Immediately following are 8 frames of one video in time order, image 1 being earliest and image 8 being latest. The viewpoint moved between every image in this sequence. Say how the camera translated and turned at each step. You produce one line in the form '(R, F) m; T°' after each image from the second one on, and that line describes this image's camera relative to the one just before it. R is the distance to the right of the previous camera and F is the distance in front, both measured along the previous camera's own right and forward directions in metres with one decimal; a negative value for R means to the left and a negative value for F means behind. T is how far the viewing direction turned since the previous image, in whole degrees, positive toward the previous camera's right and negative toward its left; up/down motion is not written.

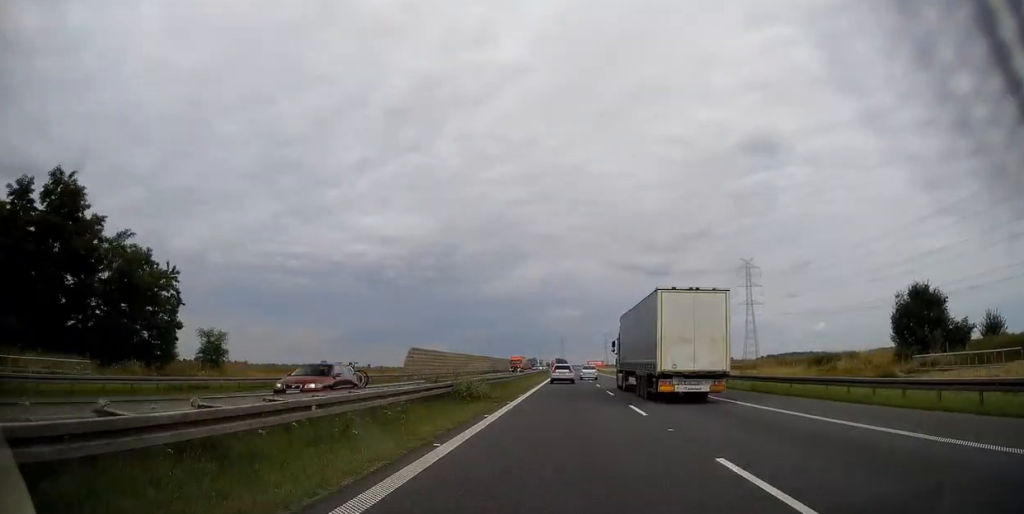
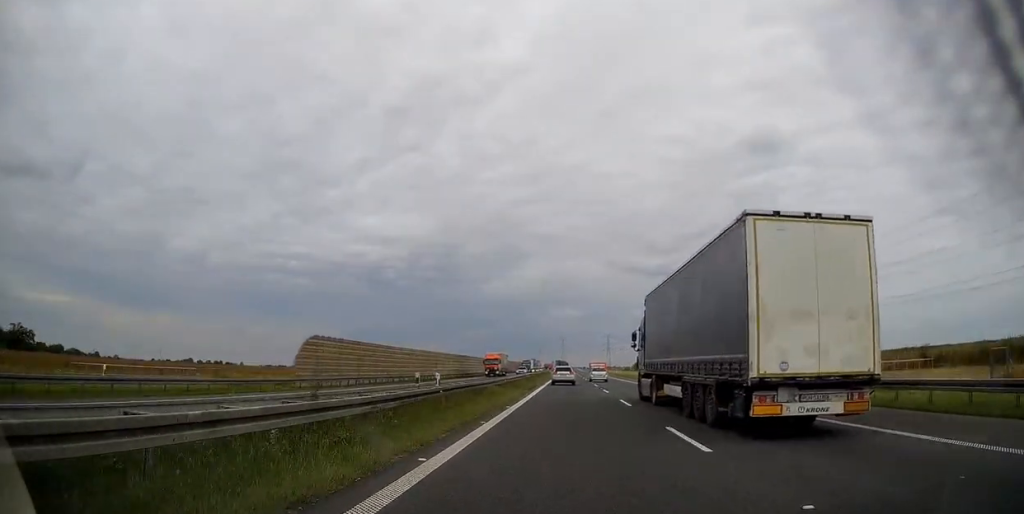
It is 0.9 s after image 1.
(-0.2, +31.4) m; 0°
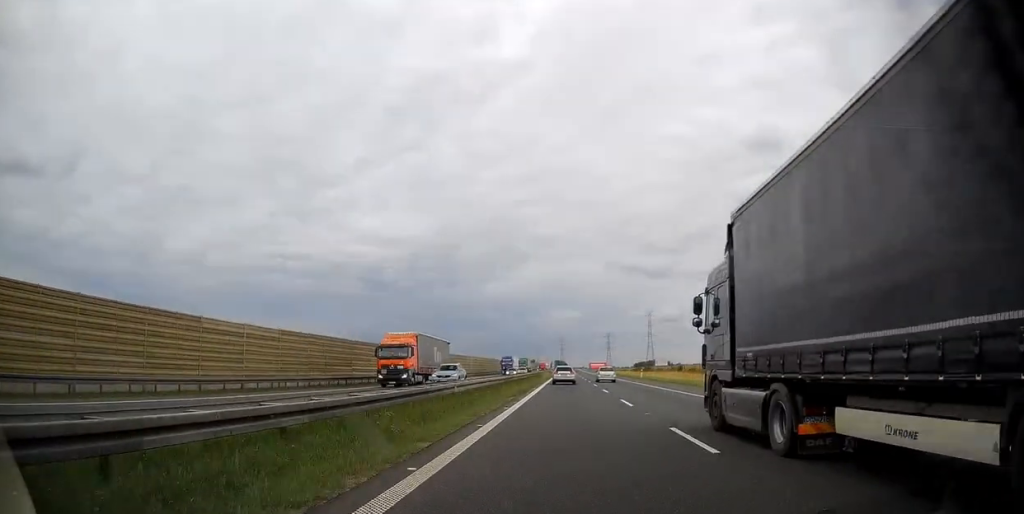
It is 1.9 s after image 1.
(+0.1, +36.9) m; 0°
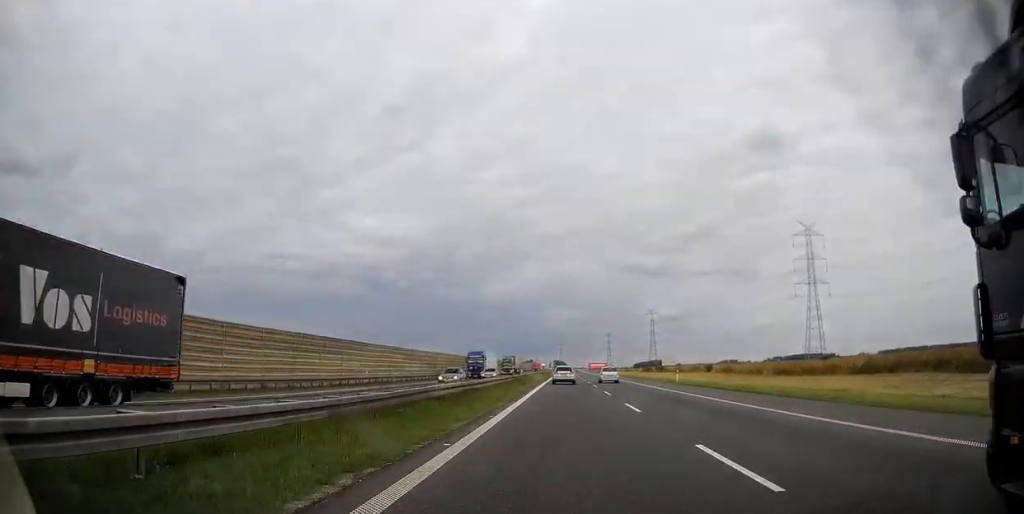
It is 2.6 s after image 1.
(0.0, +27.6) m; 0°
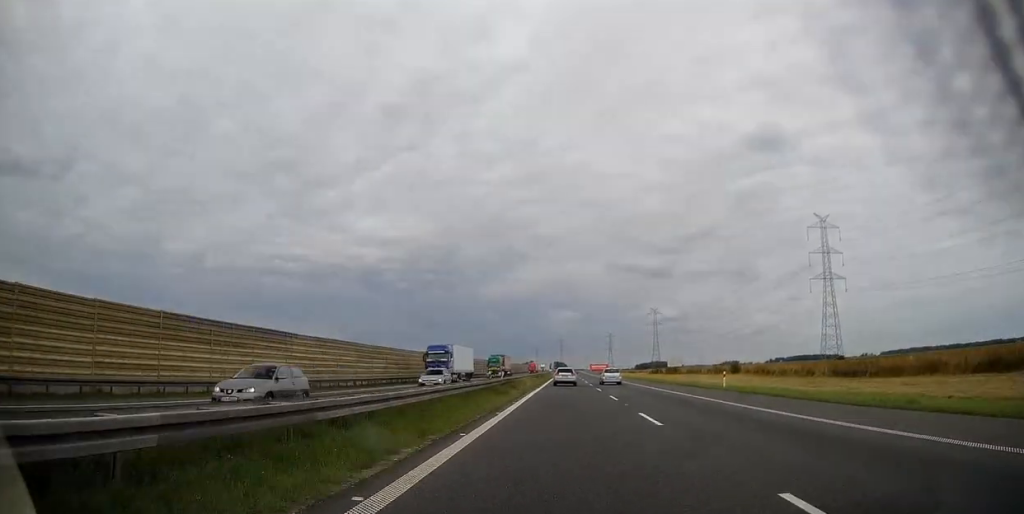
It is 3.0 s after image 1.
(-0.1, +16.5) m; 0°
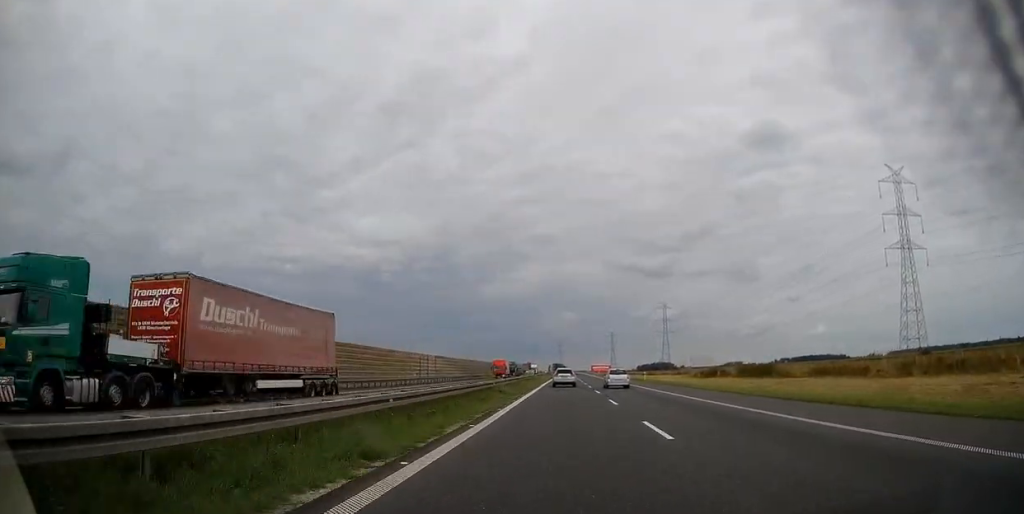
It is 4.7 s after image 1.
(+0.1, +63.9) m; 0°
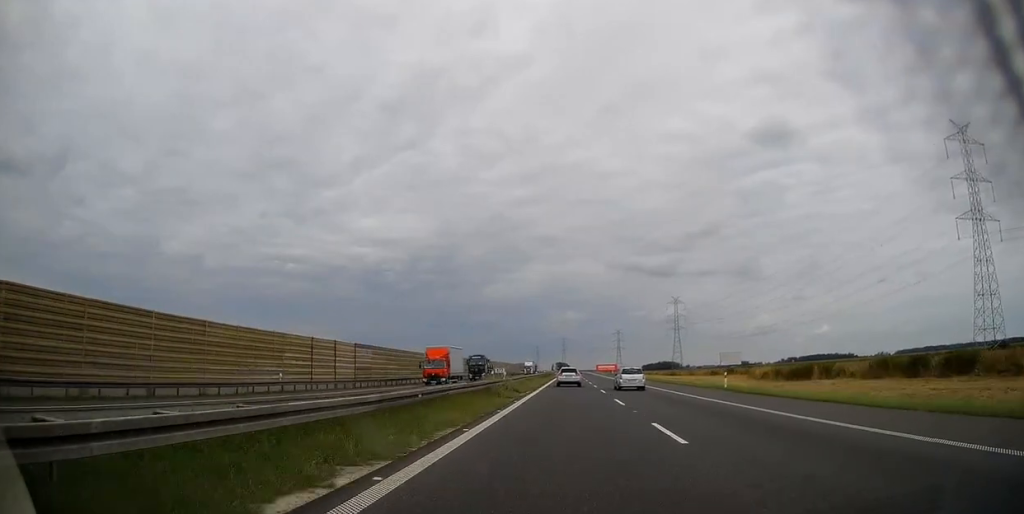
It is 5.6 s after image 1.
(0.0, +37.6) m; 0°
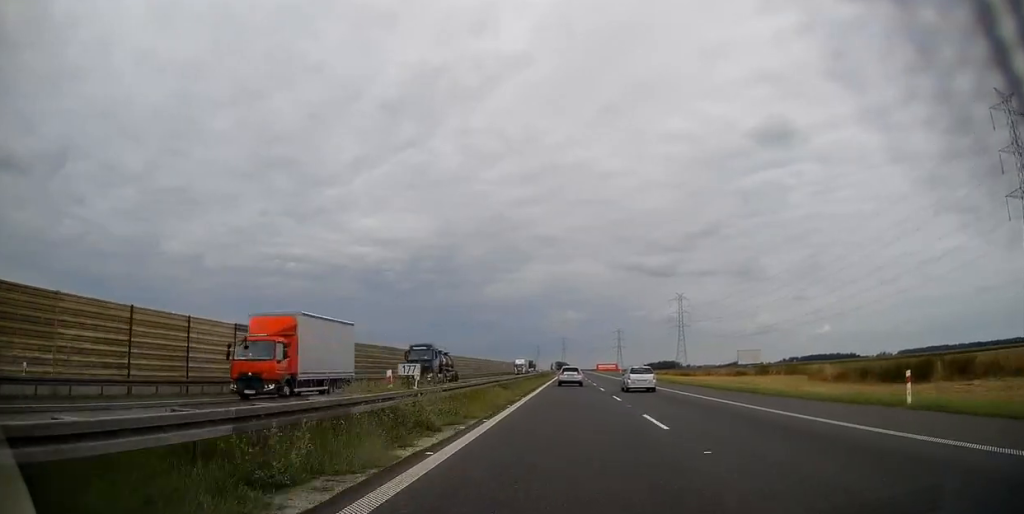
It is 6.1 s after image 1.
(0.0, +21.7) m; 0°
